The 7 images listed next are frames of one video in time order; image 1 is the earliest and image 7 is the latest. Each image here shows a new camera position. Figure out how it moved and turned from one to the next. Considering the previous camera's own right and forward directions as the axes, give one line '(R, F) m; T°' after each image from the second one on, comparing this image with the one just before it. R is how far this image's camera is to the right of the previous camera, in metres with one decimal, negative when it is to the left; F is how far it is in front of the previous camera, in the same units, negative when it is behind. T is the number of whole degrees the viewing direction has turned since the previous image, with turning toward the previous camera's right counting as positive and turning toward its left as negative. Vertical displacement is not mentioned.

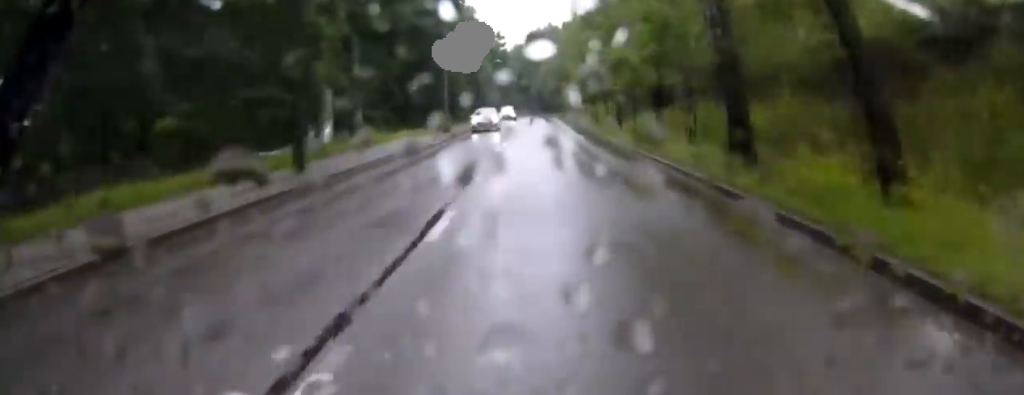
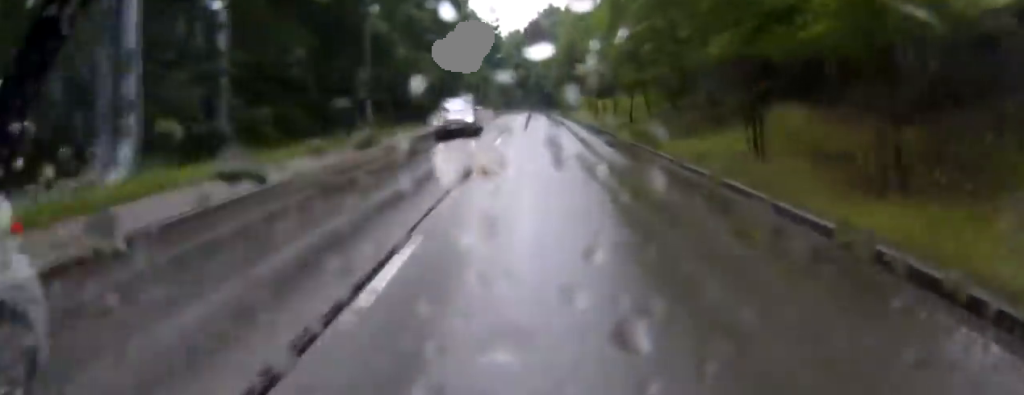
(-0.6, +20.3) m; -2°
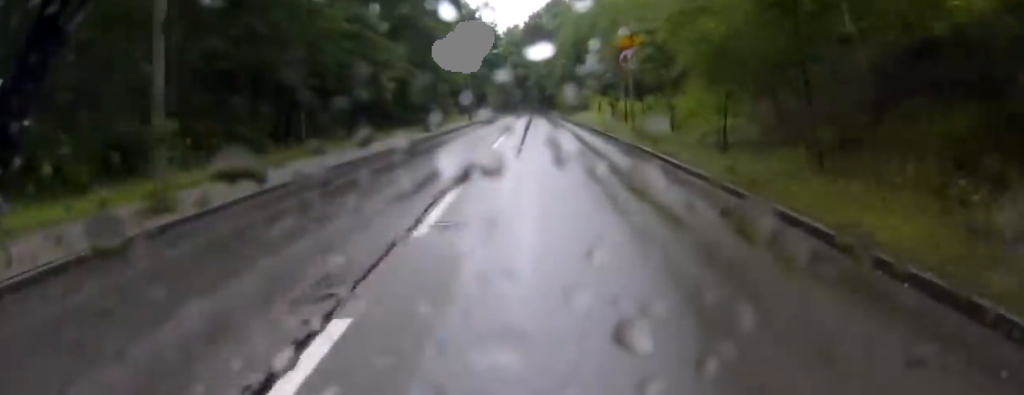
(+0.1, +14.2) m; +1°
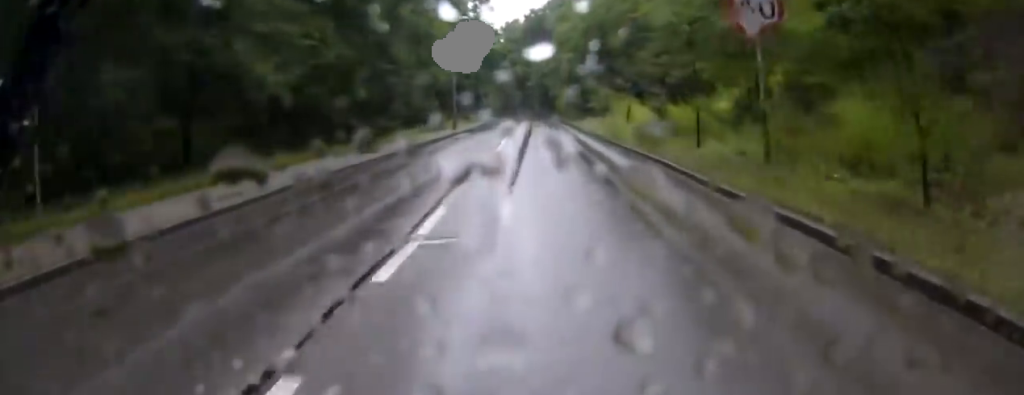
(+0.2, +13.8) m; +1°
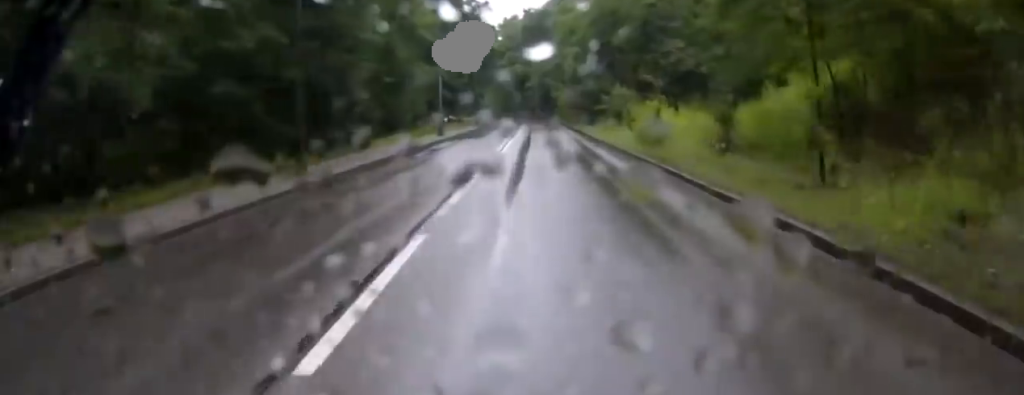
(0.0, +7.8) m; 0°
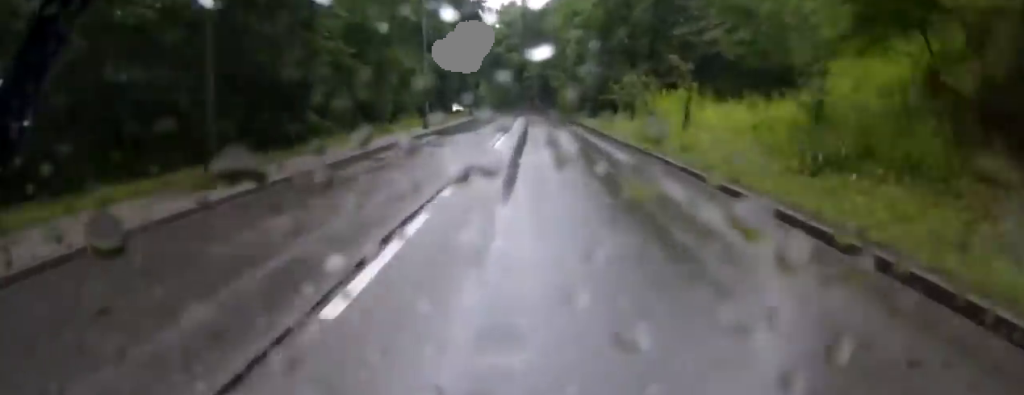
(0.0, +5.1) m; 0°
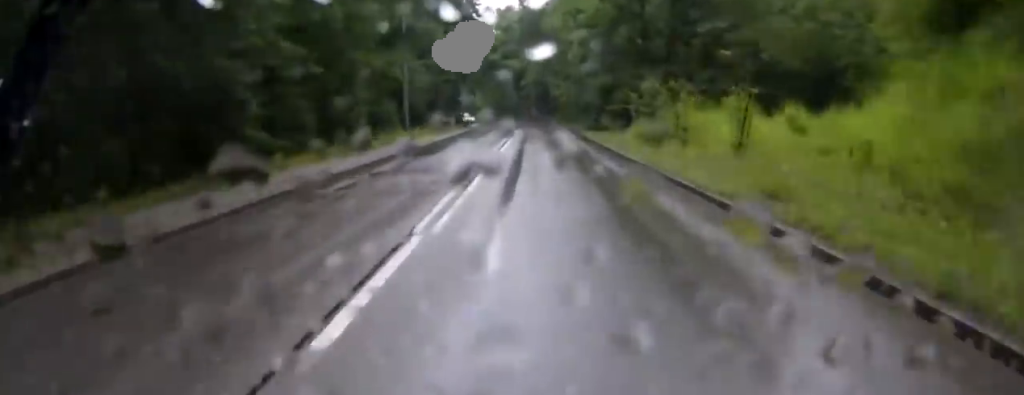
(0.0, +5.6) m; 0°
